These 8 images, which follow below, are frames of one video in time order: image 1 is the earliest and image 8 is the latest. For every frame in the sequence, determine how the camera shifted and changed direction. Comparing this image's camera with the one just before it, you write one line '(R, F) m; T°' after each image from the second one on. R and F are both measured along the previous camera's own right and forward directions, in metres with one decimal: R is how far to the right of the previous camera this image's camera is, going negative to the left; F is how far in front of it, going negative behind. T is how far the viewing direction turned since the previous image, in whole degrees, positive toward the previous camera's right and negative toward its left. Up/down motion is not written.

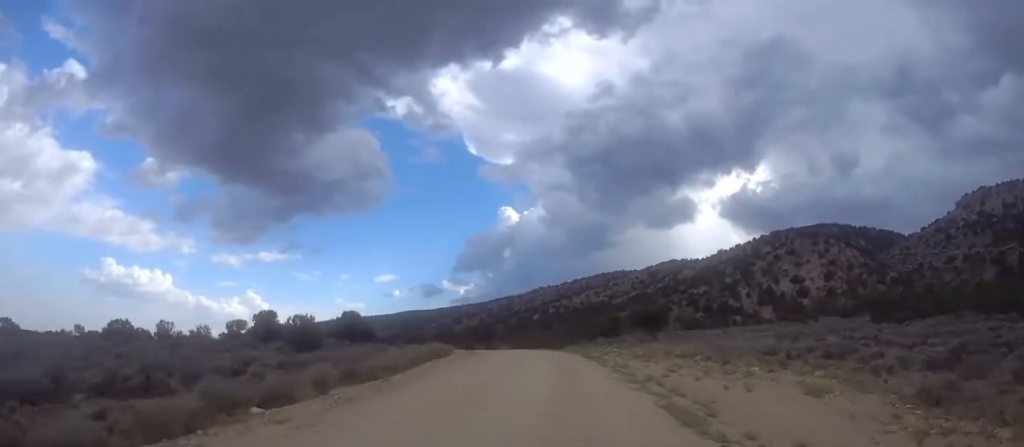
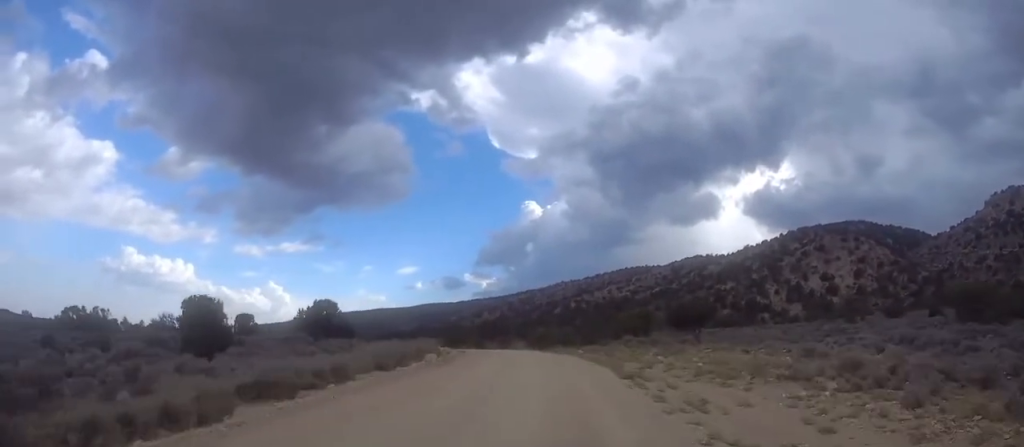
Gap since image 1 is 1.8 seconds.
(+0.3, +16.0) m; 0°
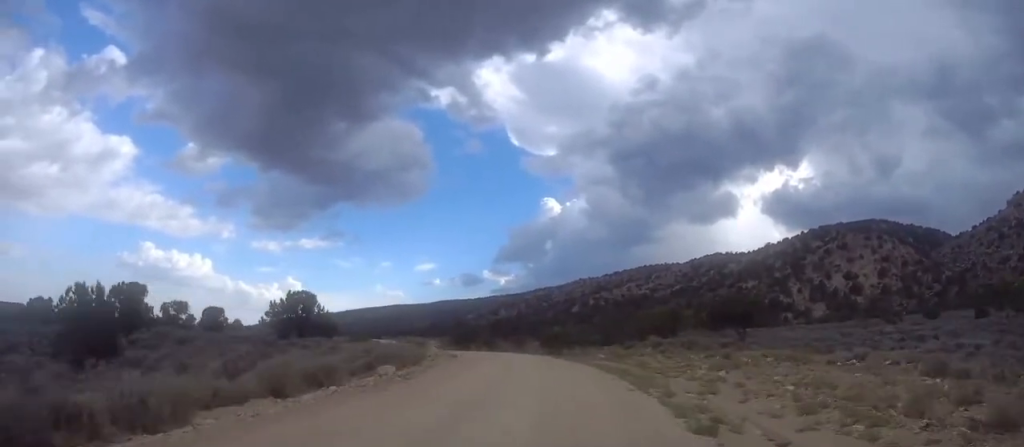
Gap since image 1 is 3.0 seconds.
(-0.1, +10.9) m; 0°
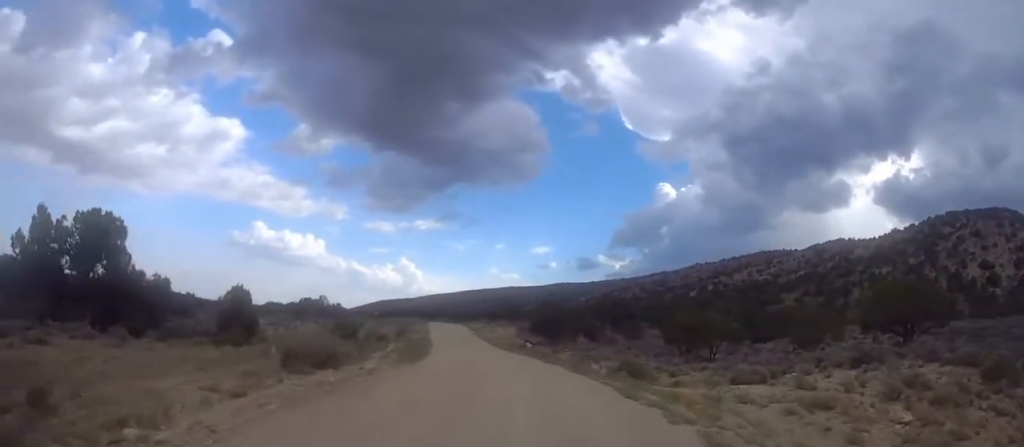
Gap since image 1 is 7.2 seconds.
(-1.8, +39.4) m; -9°
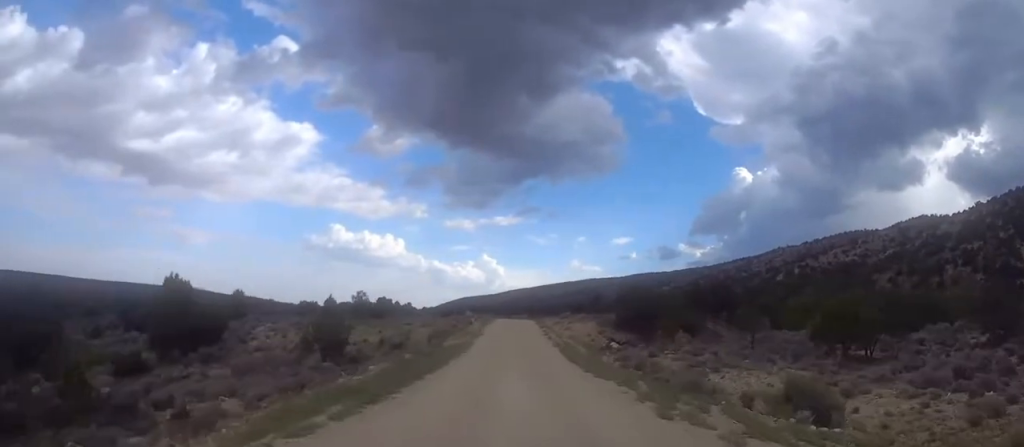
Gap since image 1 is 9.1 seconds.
(-1.2, +18.8) m; -6°
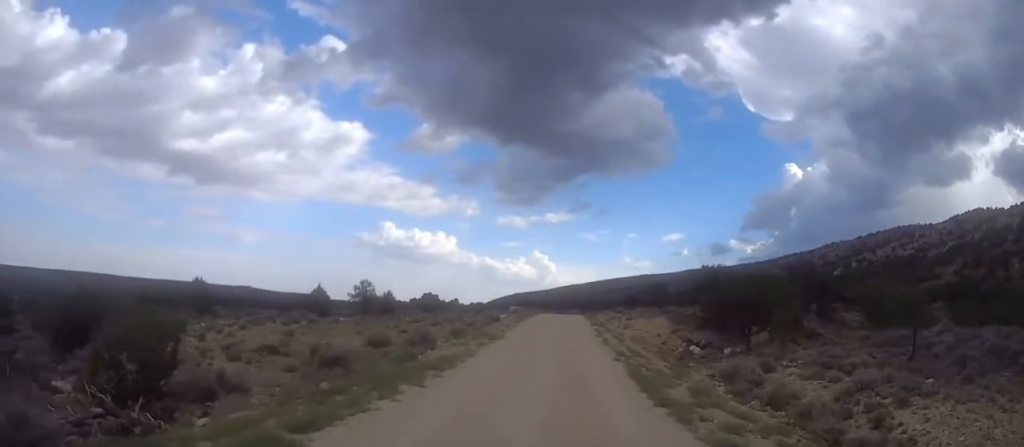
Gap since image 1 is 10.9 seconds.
(-0.8, +17.9) m; -5°
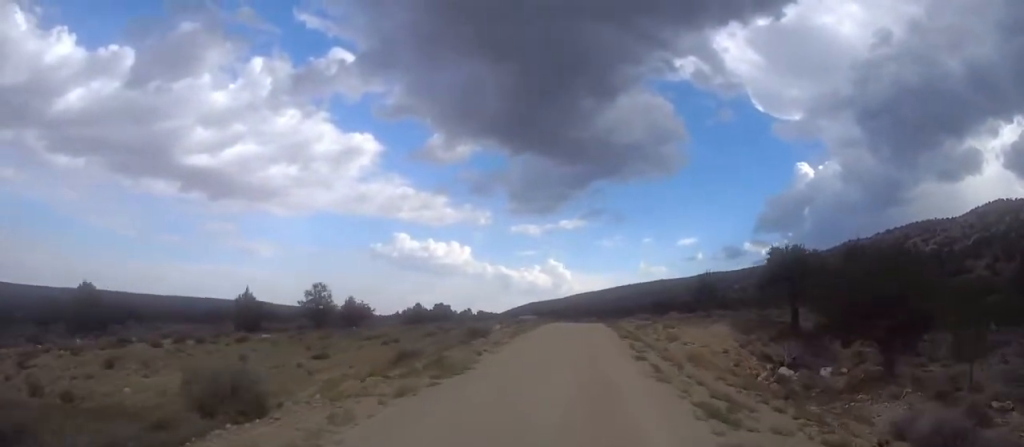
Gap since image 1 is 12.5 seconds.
(-0.5, +16.1) m; -3°
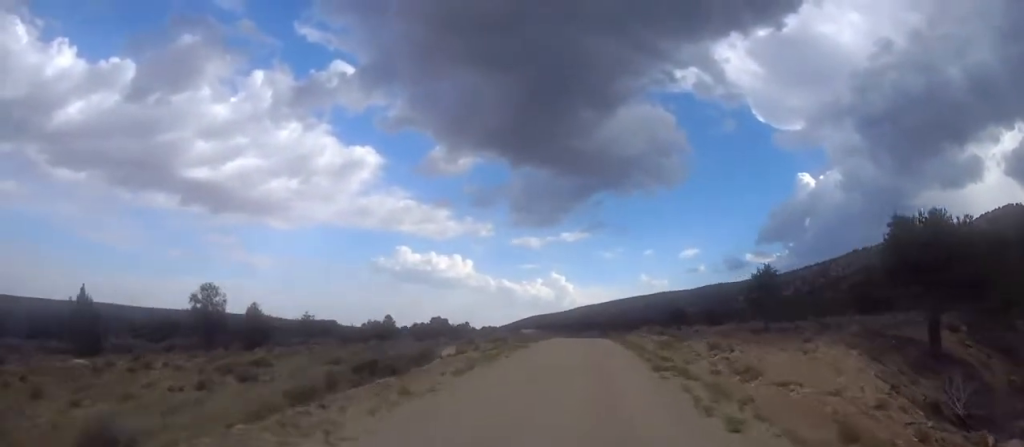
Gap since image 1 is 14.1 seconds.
(-0.5, +16.2) m; -2°
